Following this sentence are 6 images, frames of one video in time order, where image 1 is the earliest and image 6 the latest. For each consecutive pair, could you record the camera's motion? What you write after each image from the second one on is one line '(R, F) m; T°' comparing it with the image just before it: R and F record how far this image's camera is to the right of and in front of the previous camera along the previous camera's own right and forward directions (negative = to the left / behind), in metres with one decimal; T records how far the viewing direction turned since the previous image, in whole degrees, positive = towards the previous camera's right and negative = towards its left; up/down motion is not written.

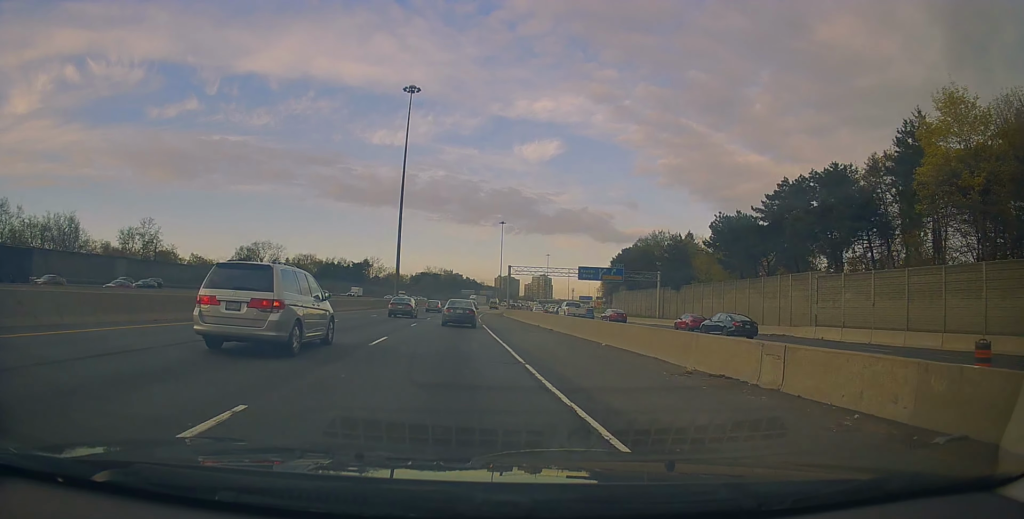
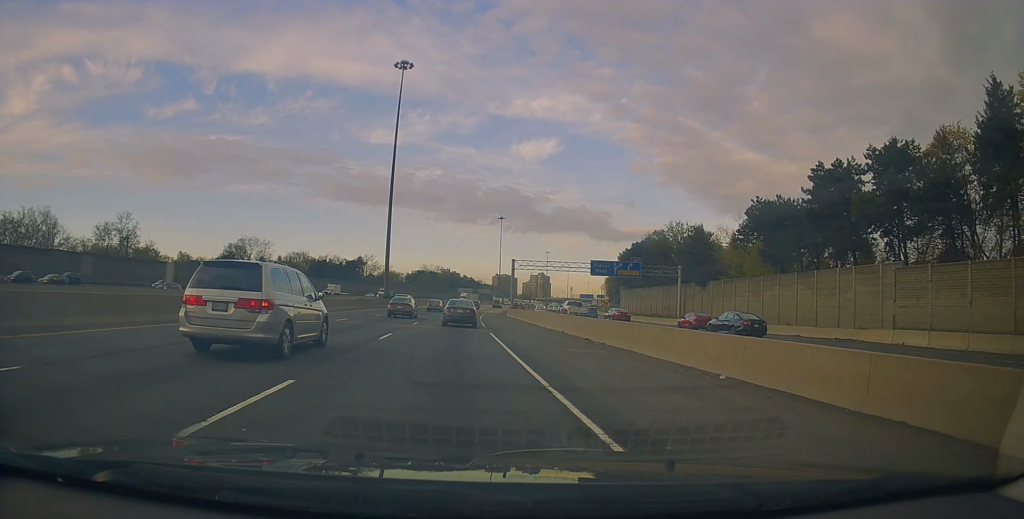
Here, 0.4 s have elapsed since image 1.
(+0.1, +10.6) m; 0°
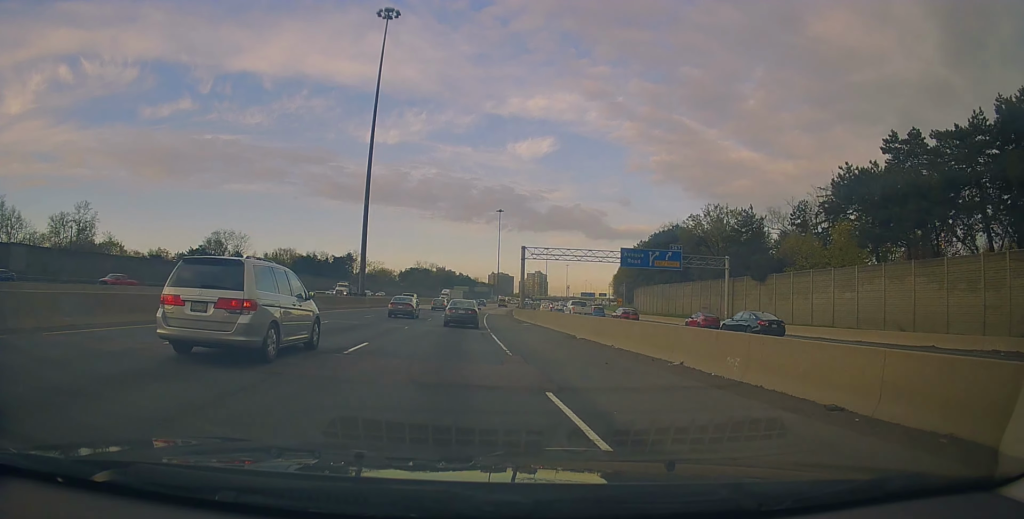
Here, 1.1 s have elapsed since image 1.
(+0.1, +16.9) m; 0°
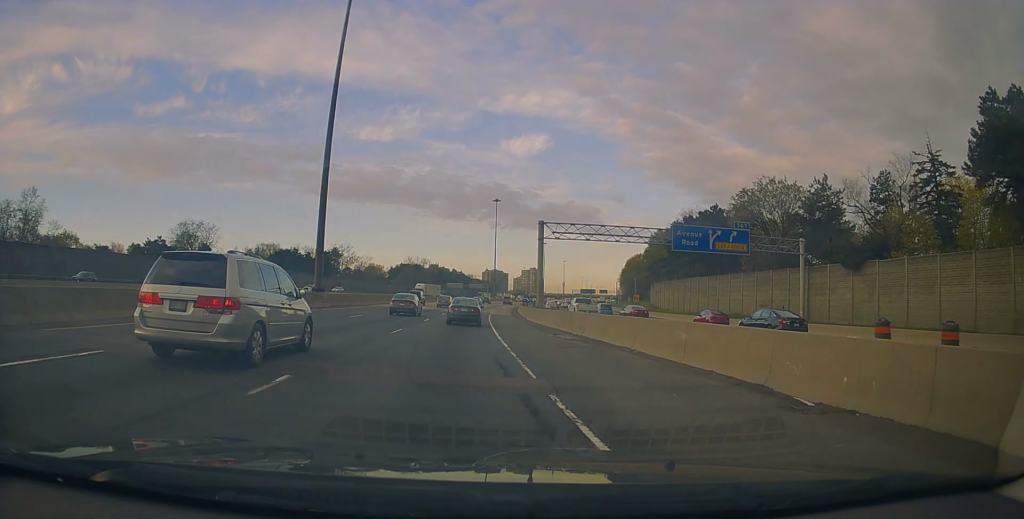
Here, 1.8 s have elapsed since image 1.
(0.0, +17.5) m; +1°
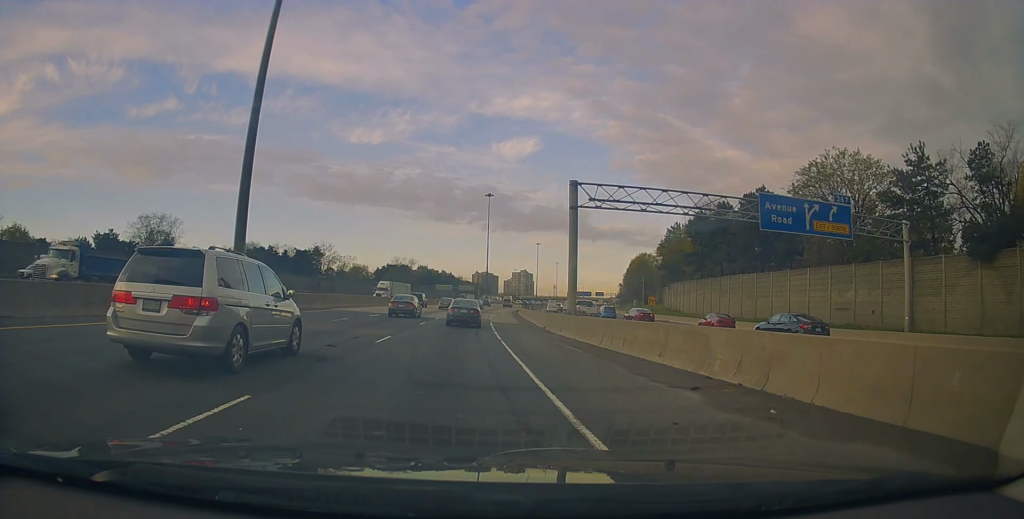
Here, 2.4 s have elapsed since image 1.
(+0.1, +15.7) m; +1°
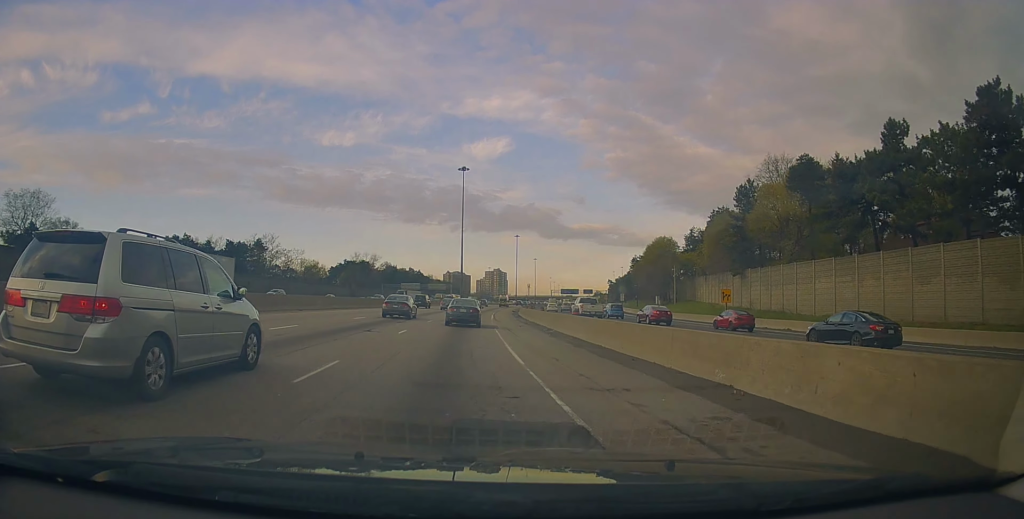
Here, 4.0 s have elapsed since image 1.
(+1.1, +38.3) m; +3°
